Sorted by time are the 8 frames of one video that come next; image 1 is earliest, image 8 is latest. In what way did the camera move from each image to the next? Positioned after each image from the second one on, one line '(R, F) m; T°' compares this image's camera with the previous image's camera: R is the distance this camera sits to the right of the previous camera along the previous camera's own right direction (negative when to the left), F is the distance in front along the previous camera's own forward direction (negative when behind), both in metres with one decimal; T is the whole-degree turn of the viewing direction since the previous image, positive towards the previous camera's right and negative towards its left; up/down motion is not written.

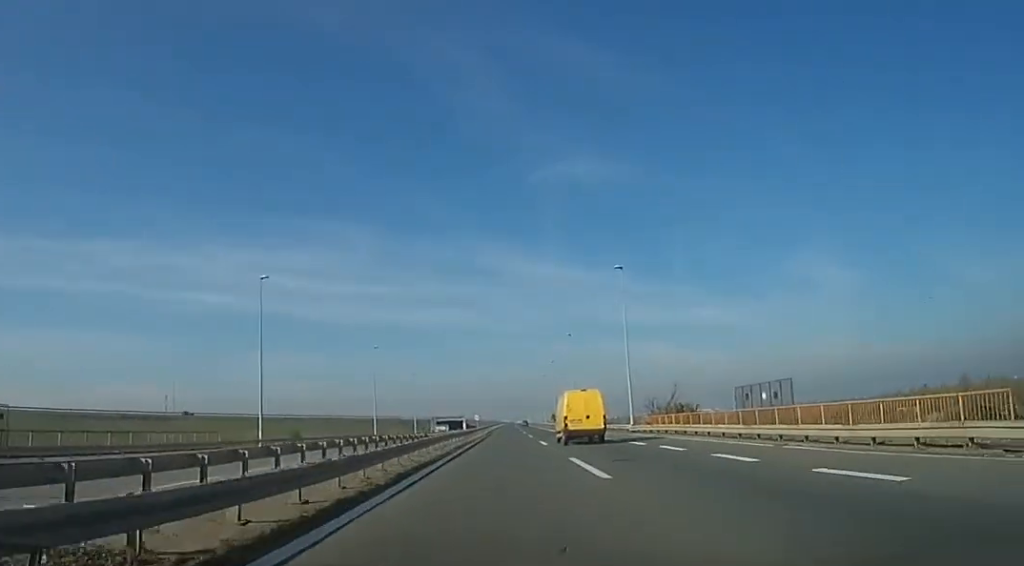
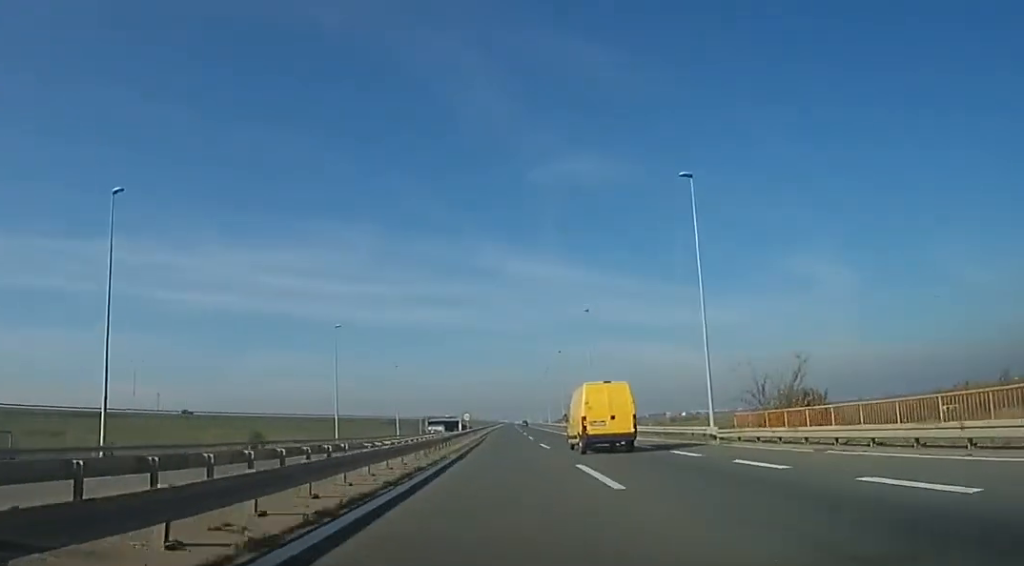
(+0.1, +19.8) m; +1°
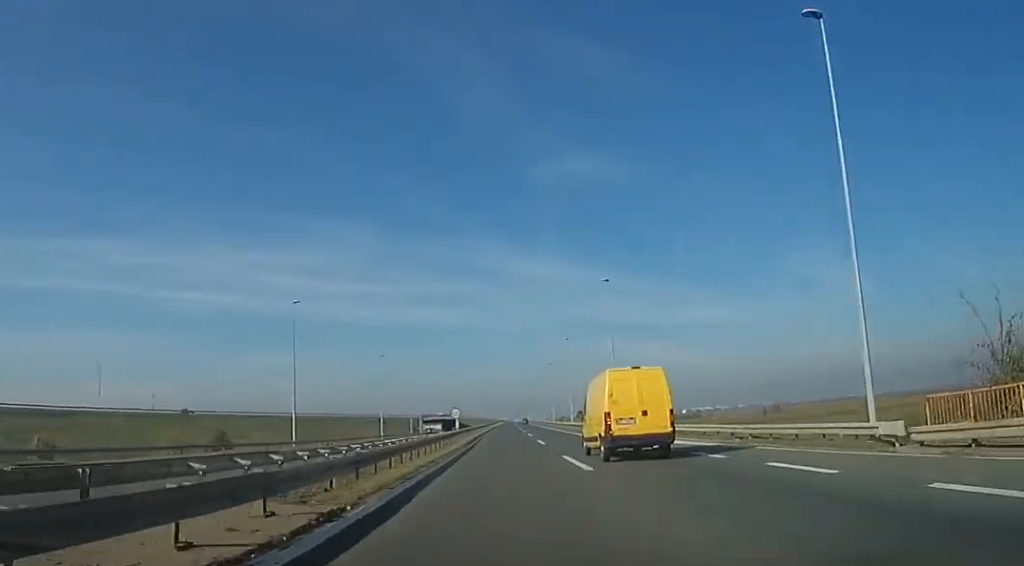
(+0.2, +14.1) m; +1°
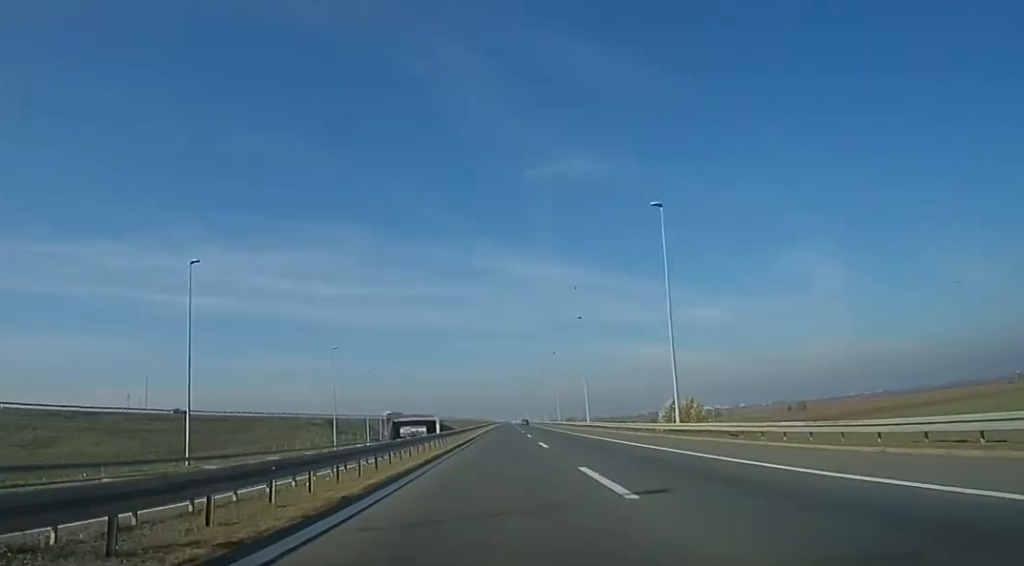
(-0.3, +59.4) m; -1°
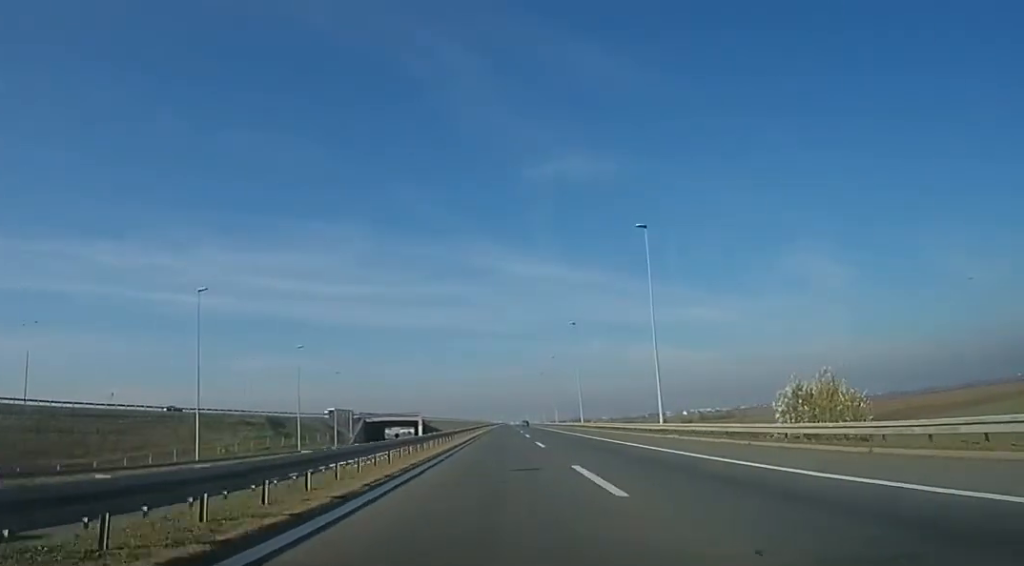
(+0.2, +35.9) m; +1°
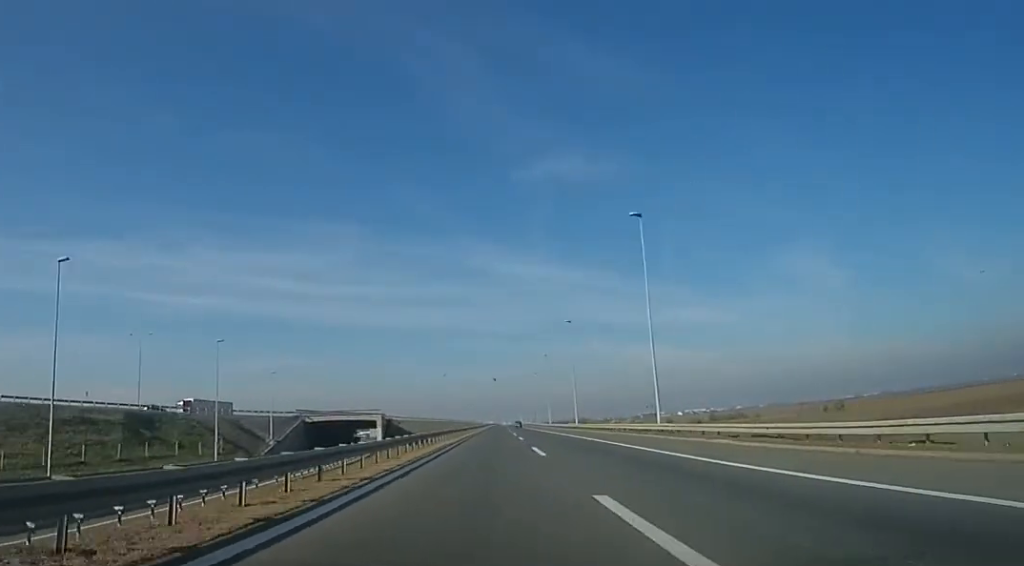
(+0.2, +42.2) m; +1°
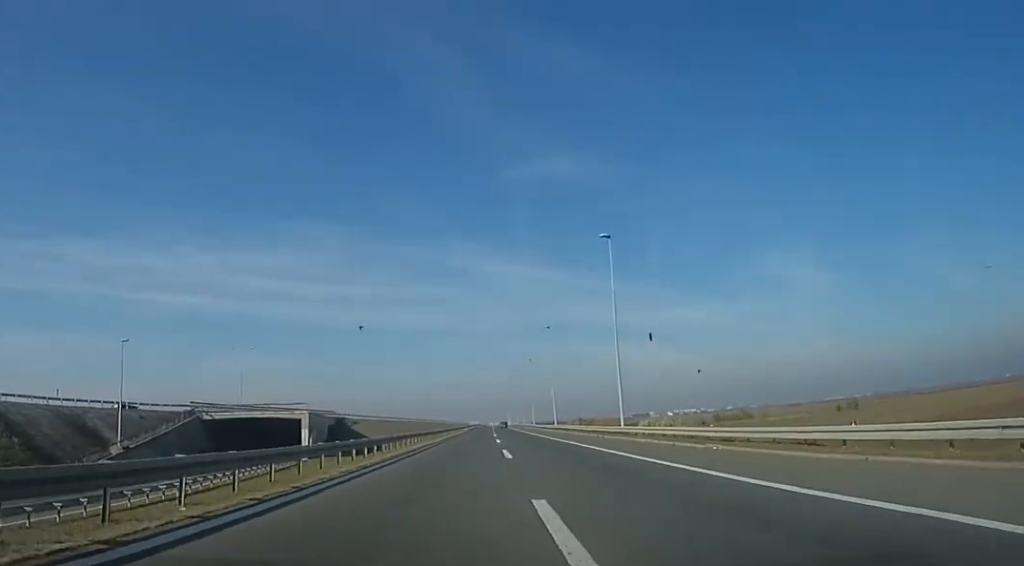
(+0.2, +36.1) m; 0°
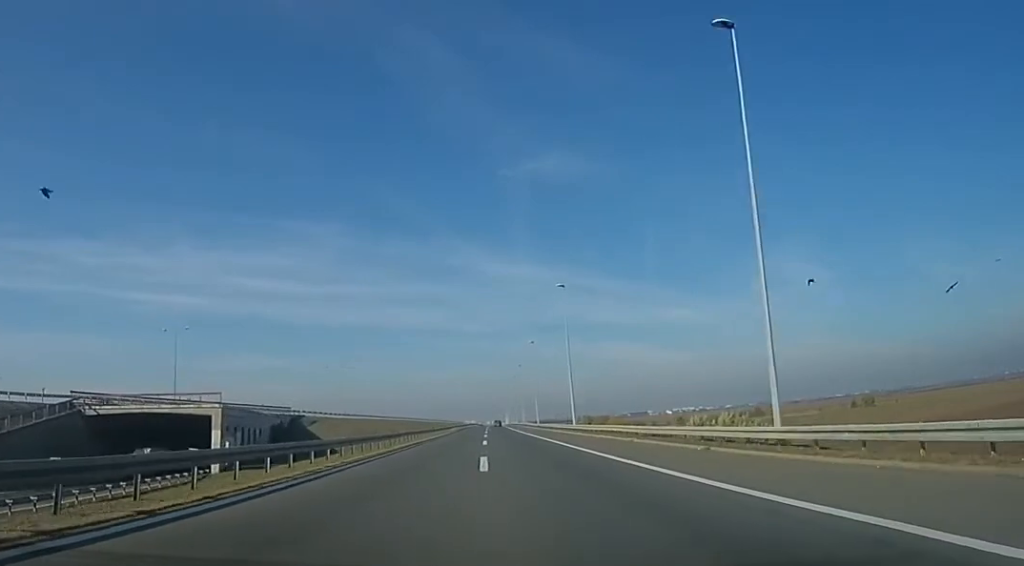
(0.0, +24.1) m; 0°
